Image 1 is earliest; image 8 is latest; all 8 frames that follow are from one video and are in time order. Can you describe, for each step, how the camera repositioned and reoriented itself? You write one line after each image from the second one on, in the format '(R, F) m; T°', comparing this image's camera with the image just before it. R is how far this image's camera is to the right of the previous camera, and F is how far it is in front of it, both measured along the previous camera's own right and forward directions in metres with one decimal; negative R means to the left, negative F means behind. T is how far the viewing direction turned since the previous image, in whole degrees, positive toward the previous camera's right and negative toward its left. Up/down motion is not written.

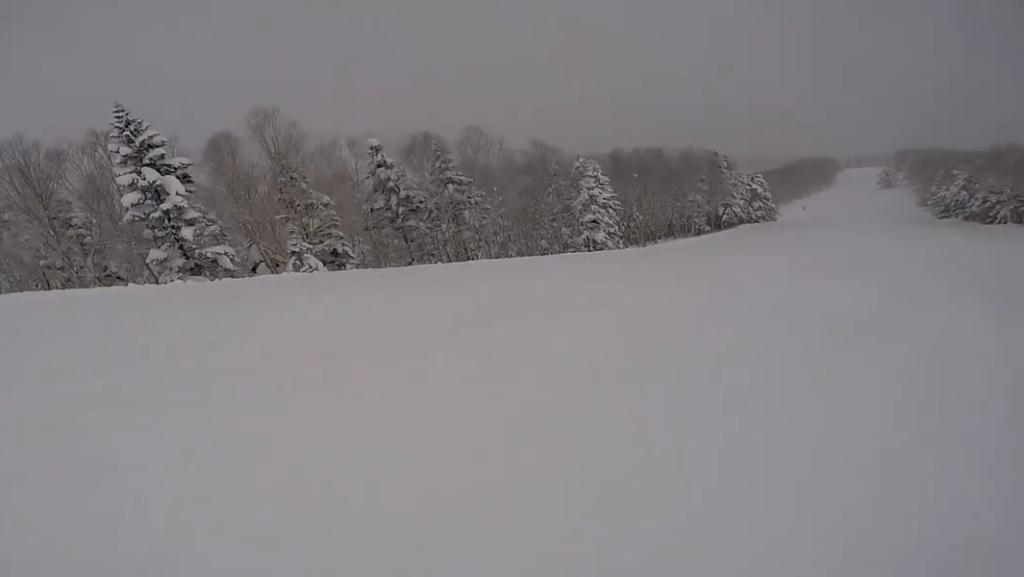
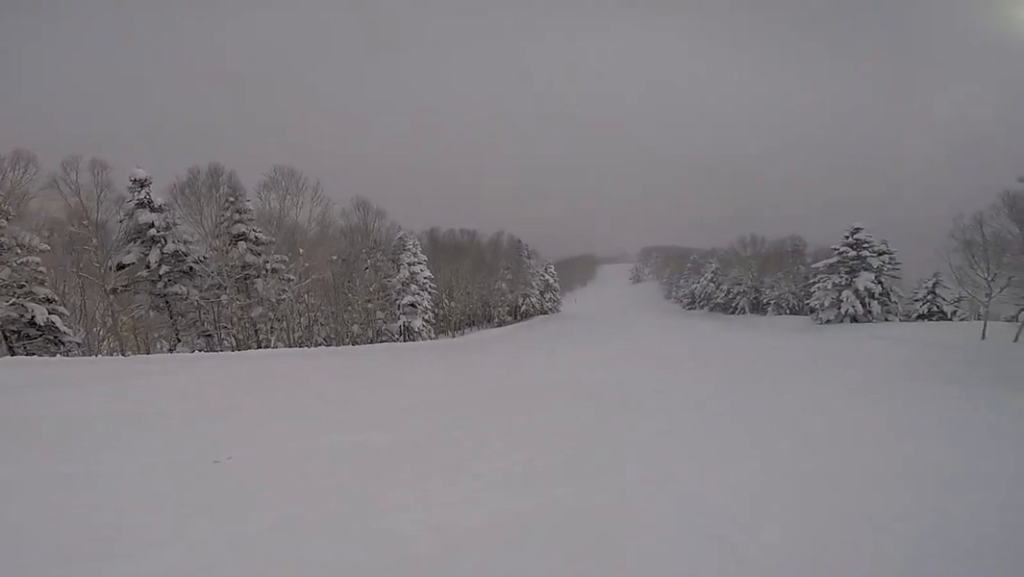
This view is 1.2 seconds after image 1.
(+0.6, +7.9) m; +25°
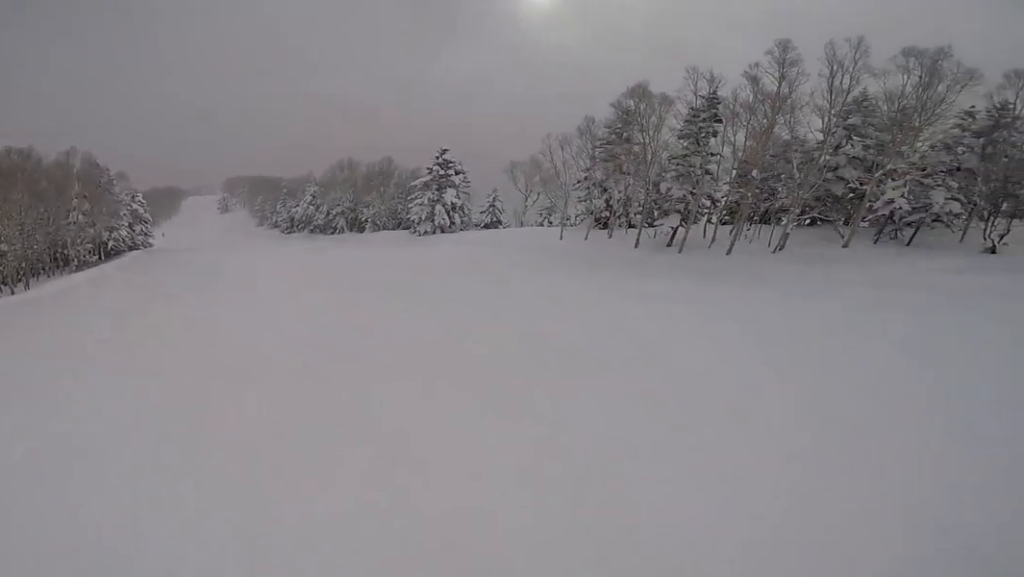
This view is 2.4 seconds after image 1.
(+2.9, +6.7) m; +39°
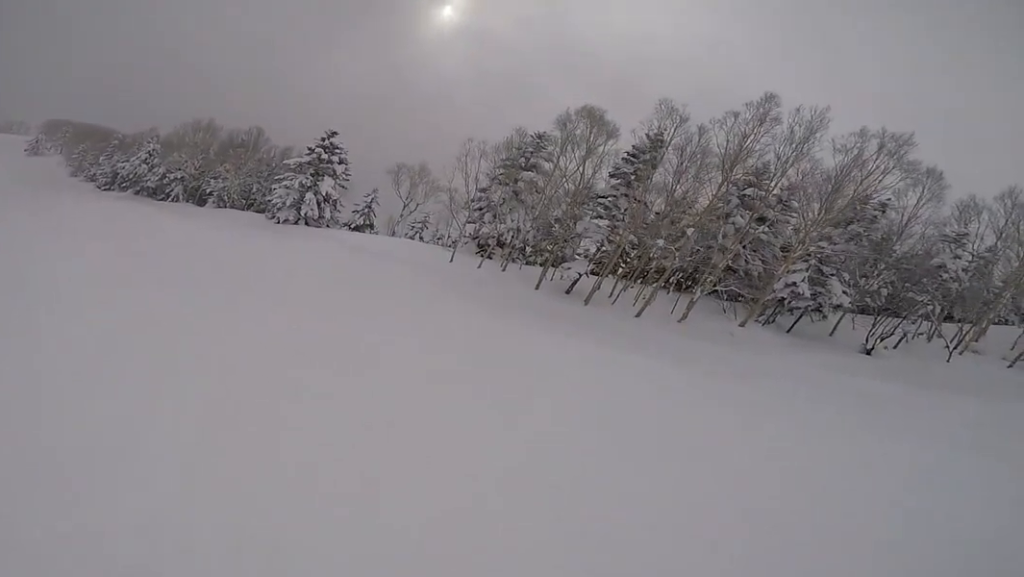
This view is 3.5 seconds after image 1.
(+1.3, +6.9) m; +15°
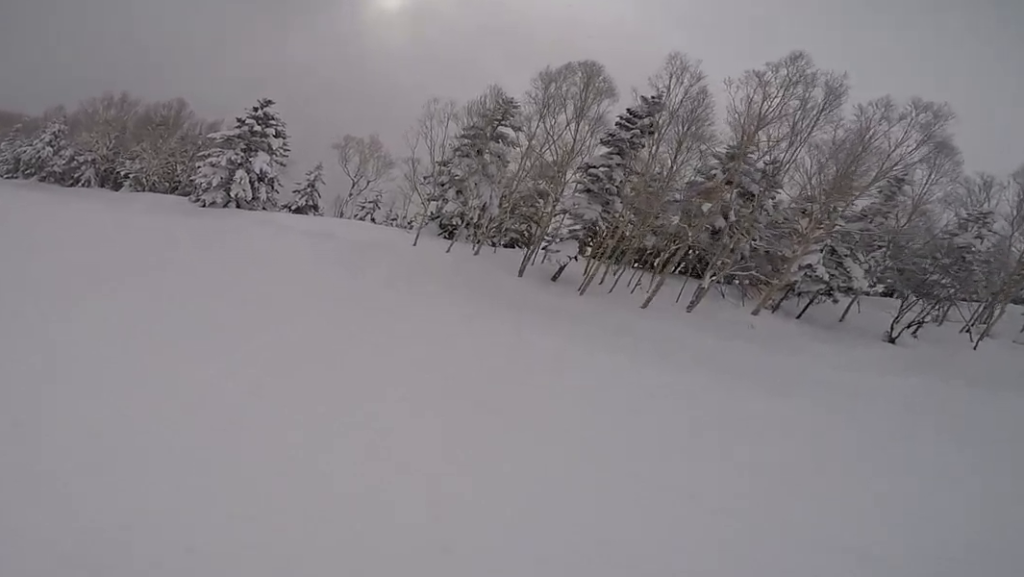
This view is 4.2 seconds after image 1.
(+0.2, +4.9) m; -6°
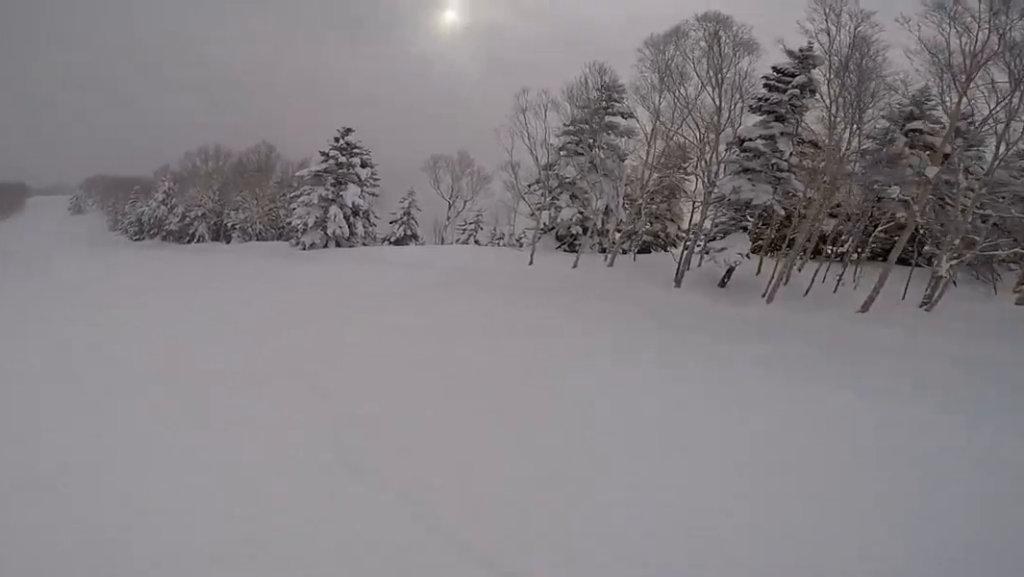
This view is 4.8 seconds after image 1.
(+0.5, +3.6) m; -10°
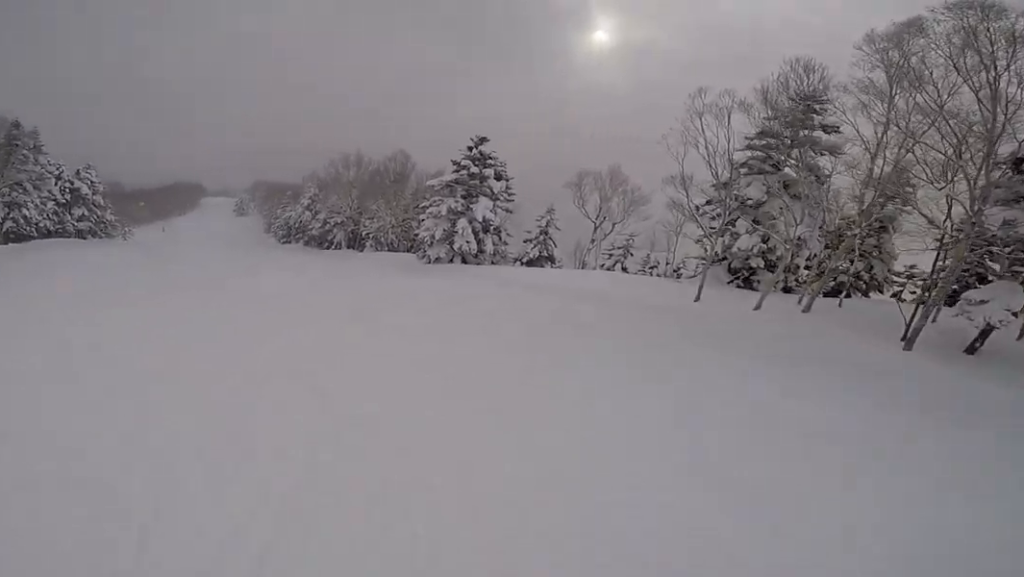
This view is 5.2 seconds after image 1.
(-0.8, +2.7) m; -12°
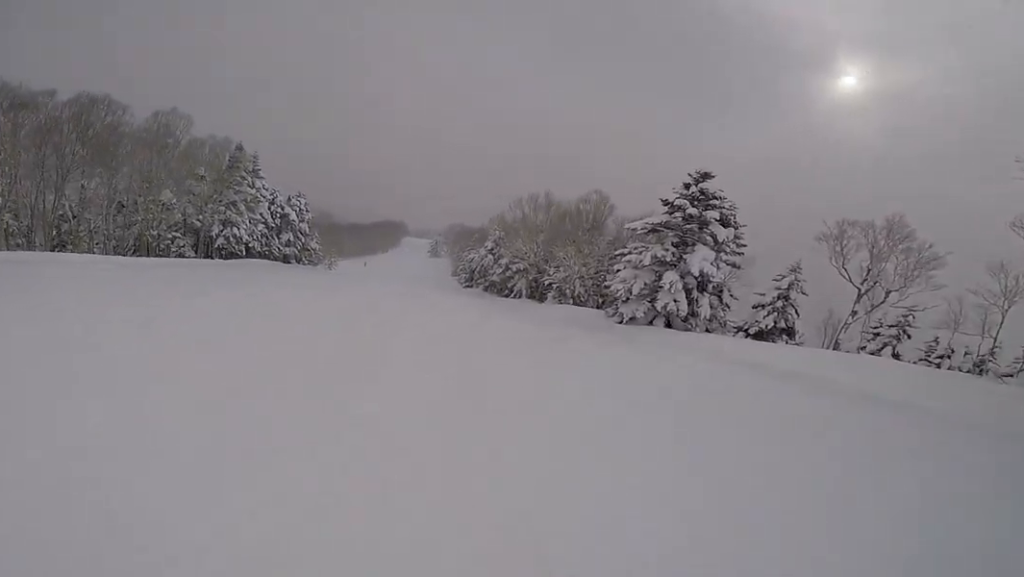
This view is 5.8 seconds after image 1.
(-0.5, +4.1) m; -18°
